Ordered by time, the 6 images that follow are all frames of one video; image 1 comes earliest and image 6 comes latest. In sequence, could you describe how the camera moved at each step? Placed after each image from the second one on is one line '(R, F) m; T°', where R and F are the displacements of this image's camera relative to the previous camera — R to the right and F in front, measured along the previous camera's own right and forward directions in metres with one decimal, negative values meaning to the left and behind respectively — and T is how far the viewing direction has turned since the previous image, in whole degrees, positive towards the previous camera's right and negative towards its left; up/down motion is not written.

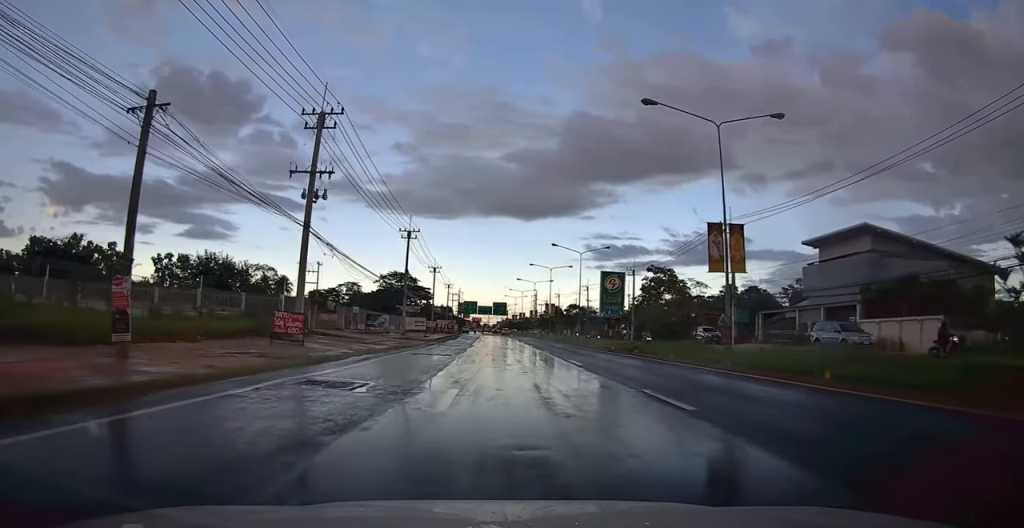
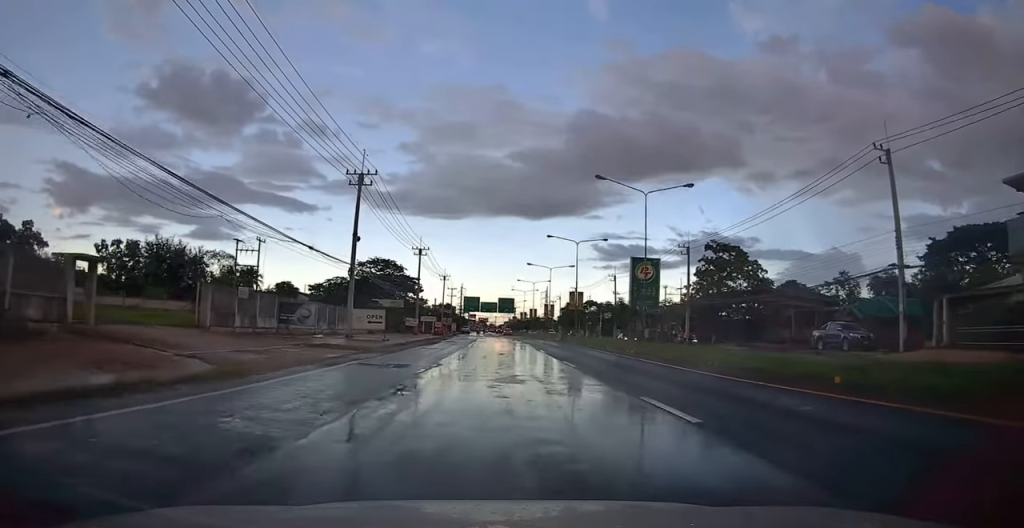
(0.0, +24.9) m; 0°
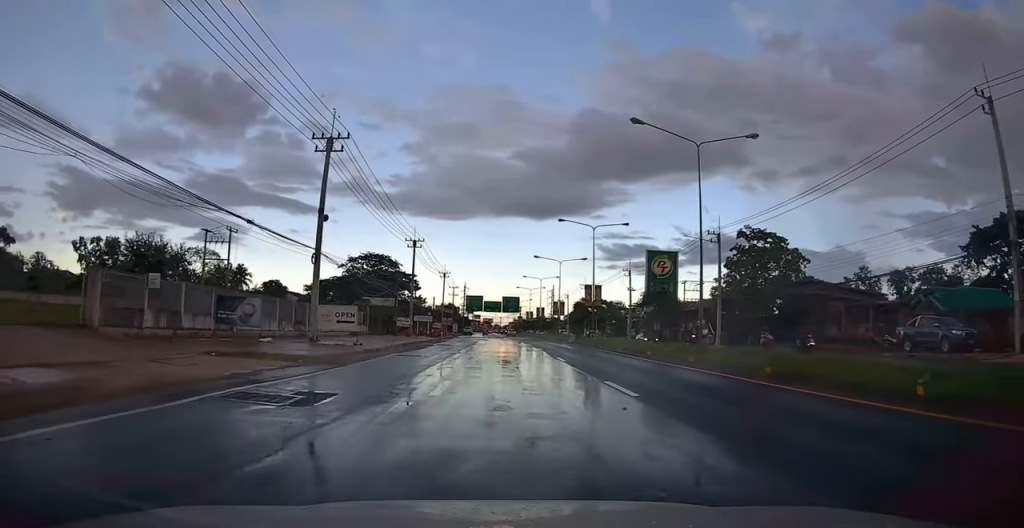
(0.0, +8.7) m; 0°
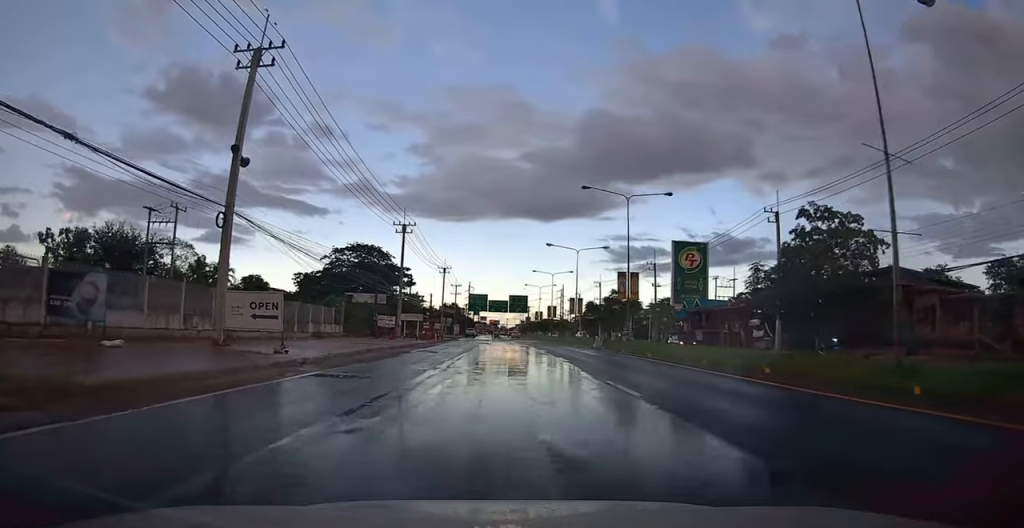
(0.0, +12.0) m; 0°
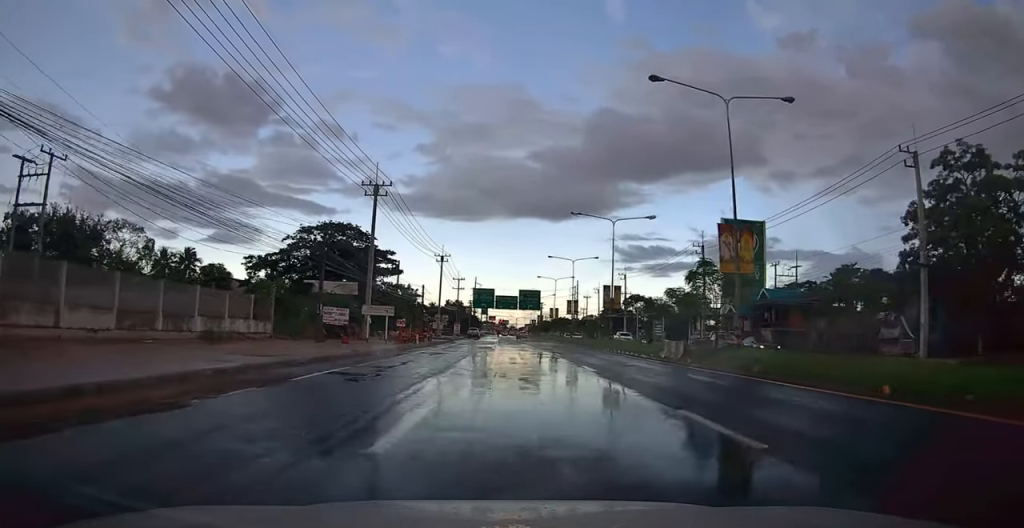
(0.0, +17.1) m; -3°
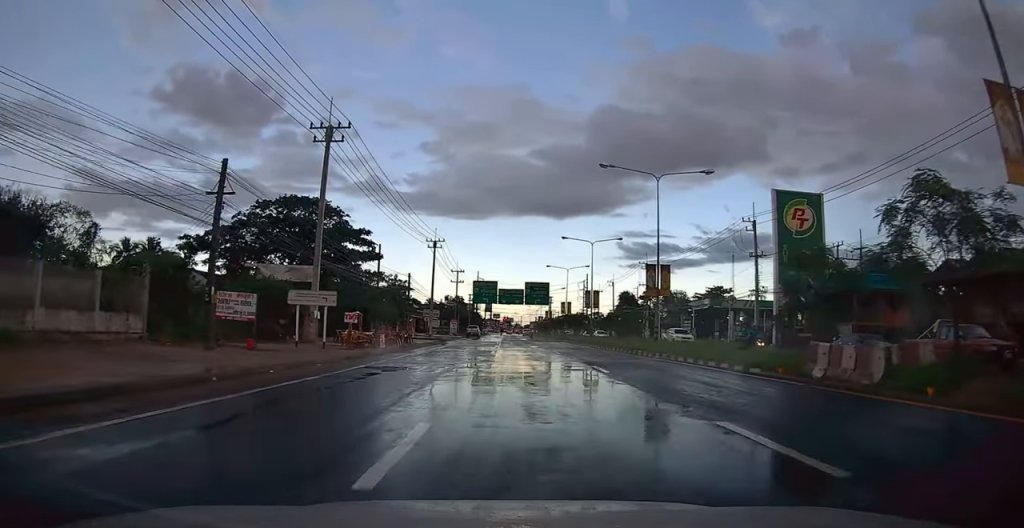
(-0.7, +13.1) m; 0°
